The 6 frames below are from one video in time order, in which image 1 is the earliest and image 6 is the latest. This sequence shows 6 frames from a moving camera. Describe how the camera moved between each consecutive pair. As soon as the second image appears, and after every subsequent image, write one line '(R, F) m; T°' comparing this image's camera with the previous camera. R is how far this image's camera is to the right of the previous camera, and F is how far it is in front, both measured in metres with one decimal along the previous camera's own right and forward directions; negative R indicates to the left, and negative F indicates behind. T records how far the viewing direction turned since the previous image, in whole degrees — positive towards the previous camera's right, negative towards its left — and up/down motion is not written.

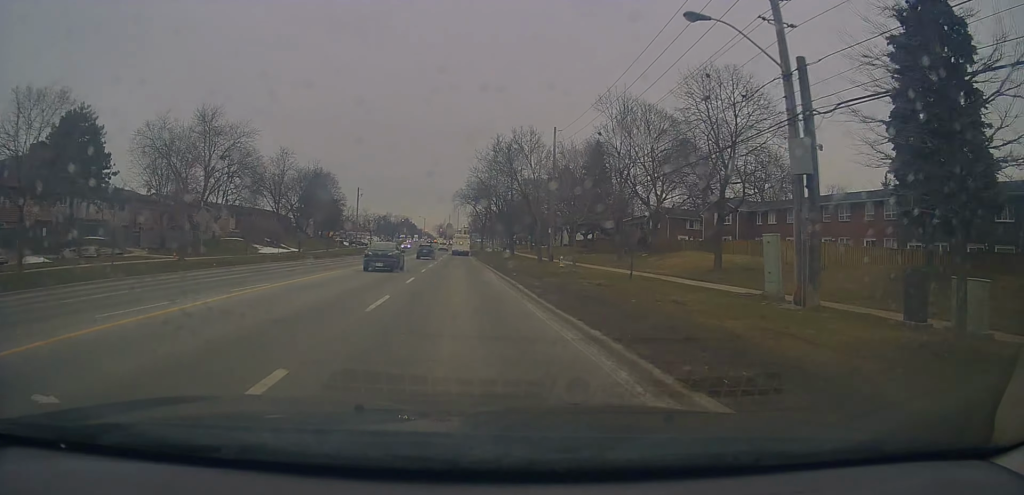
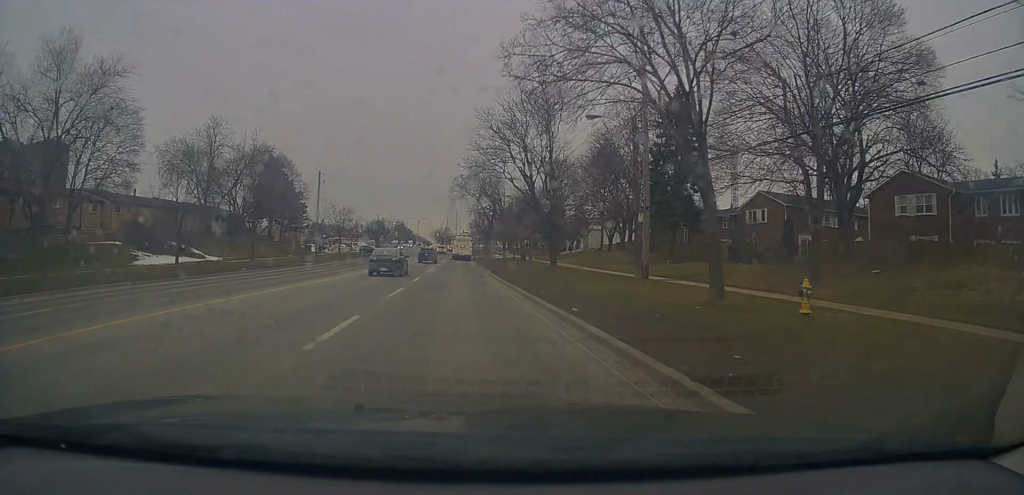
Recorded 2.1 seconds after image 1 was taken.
(-0.2, +30.2) m; -1°
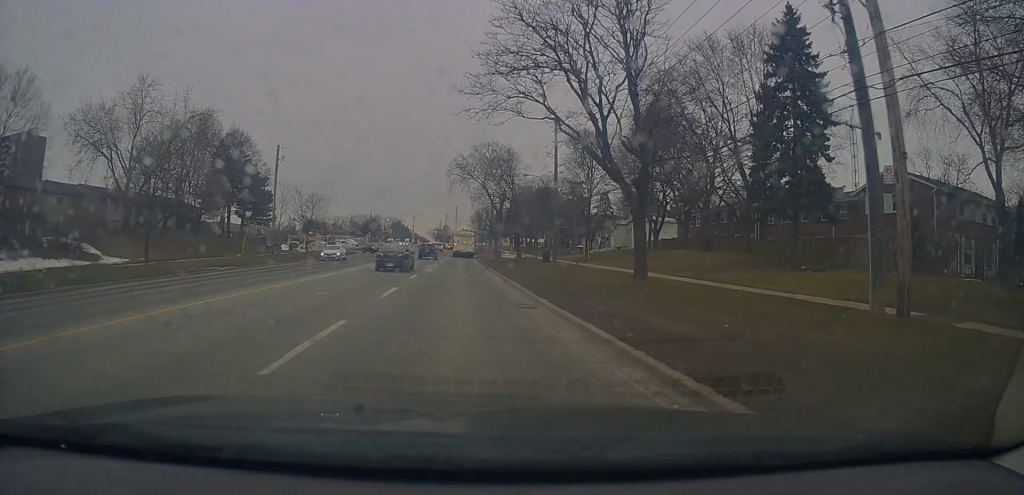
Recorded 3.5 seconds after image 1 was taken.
(+0.2, +16.6) m; +2°
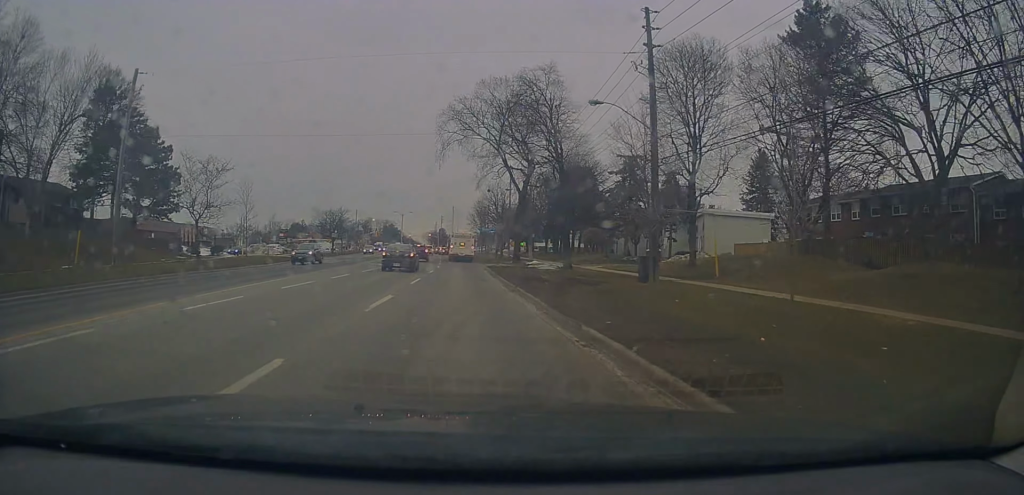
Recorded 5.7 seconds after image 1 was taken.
(+0.1, +27.2) m; -1°
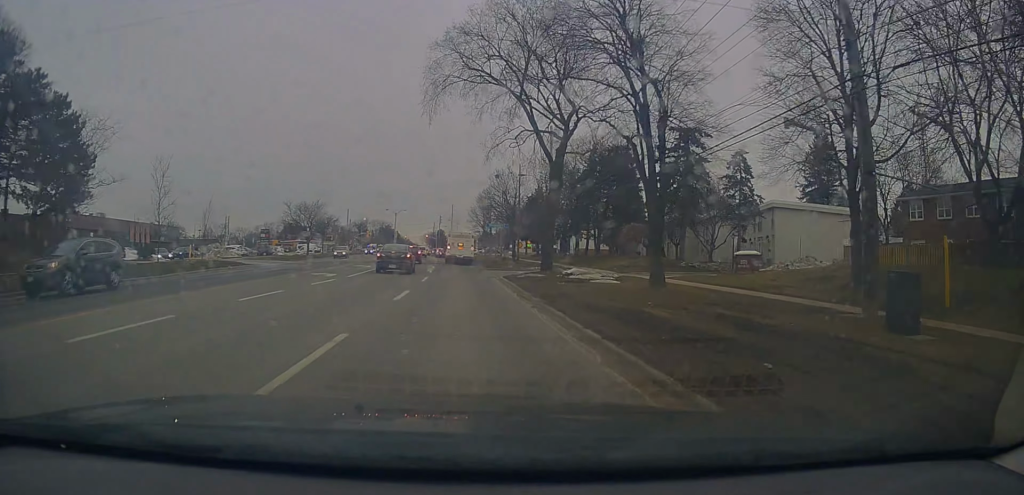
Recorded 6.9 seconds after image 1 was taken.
(0.0, +15.8) m; 0°
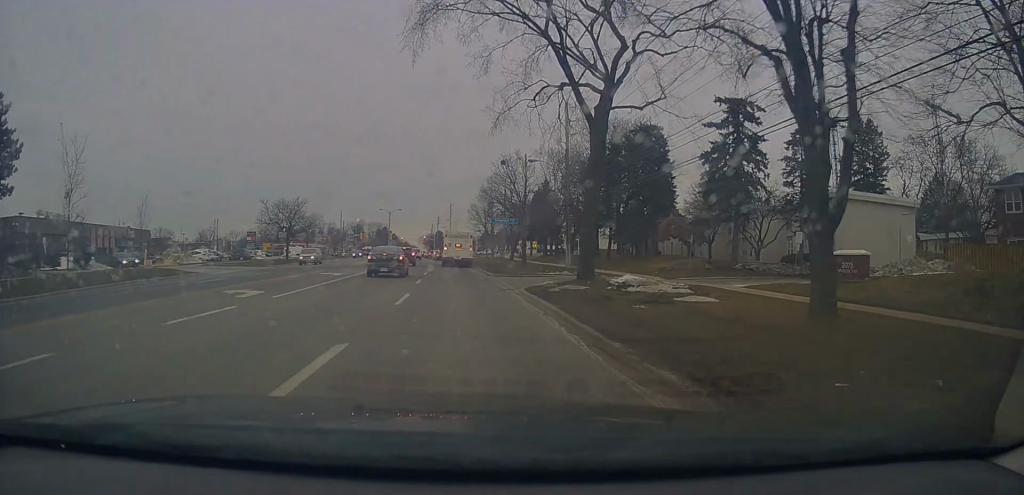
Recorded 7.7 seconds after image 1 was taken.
(0.0, +9.6) m; +1°
